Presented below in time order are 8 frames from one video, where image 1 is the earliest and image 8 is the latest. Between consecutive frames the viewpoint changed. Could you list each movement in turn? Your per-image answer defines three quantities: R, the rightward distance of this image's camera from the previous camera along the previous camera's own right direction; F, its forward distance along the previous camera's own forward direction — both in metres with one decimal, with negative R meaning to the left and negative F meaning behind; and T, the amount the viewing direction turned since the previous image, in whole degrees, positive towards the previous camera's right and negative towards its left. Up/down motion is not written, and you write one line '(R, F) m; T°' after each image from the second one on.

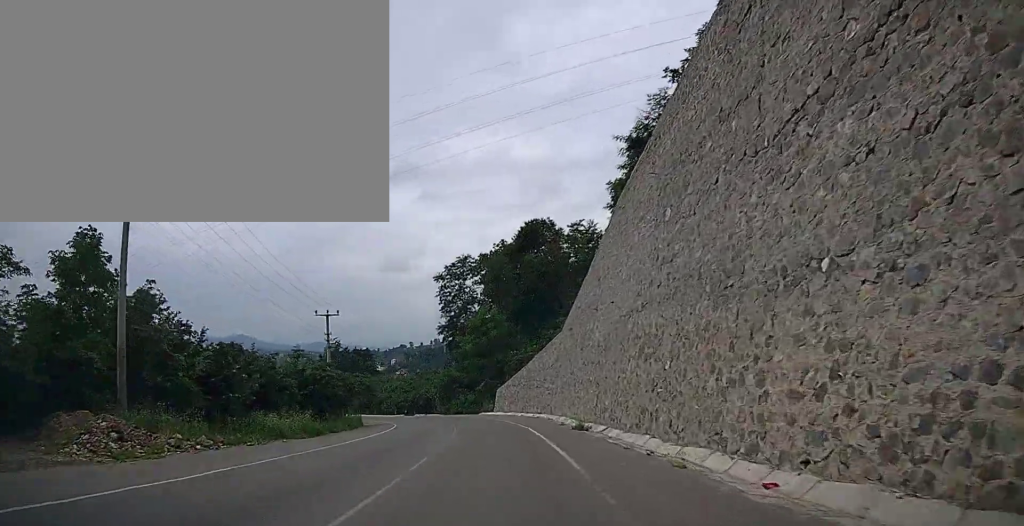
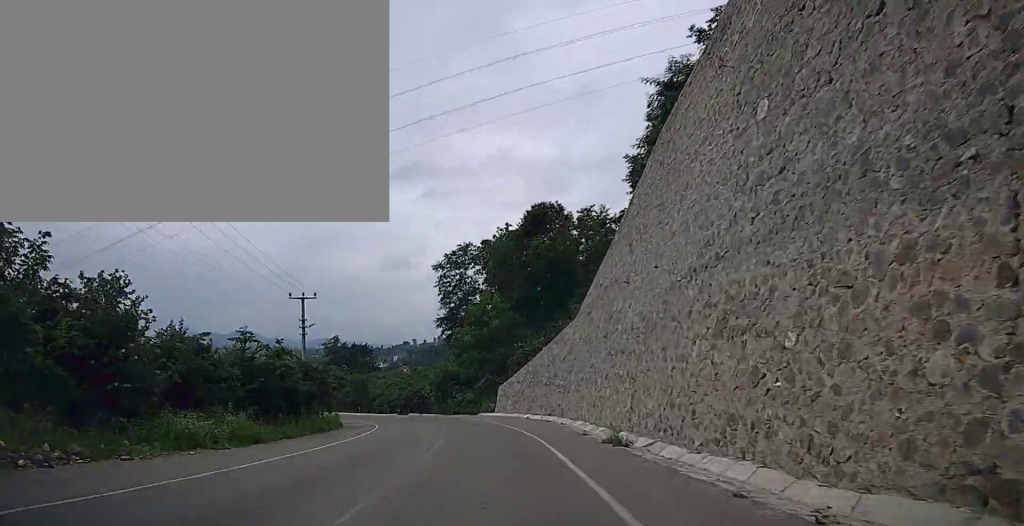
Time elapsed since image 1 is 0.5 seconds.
(-0.1, +6.8) m; 0°
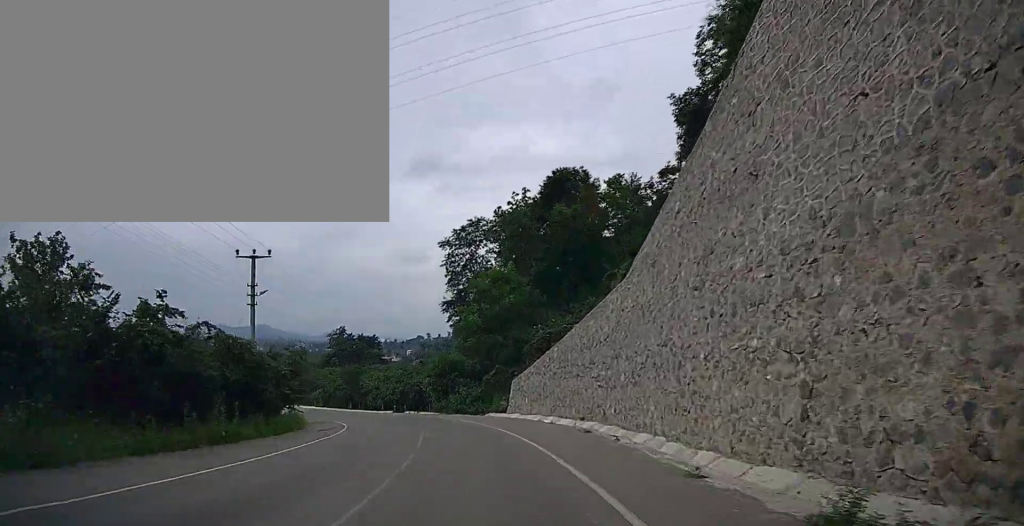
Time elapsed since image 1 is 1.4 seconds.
(+0.1, +10.8) m; -1°
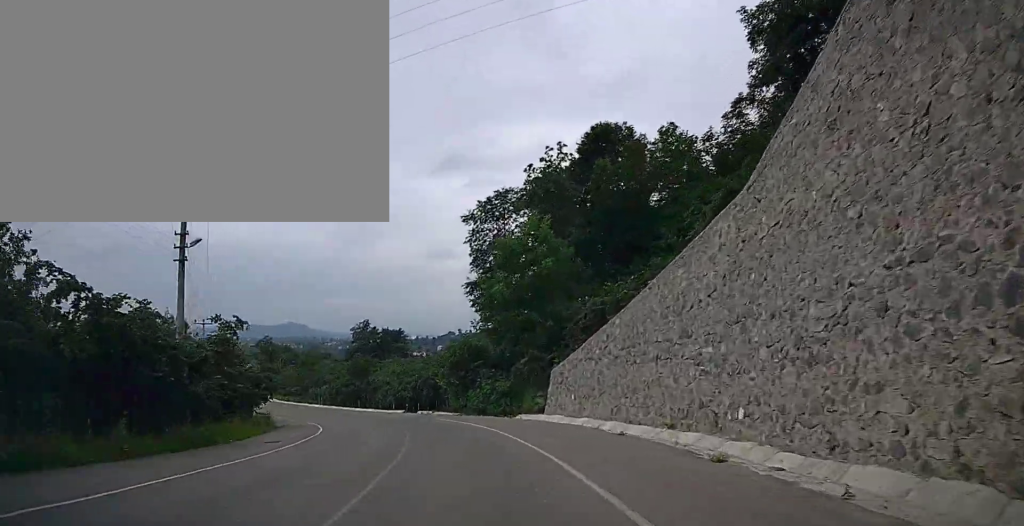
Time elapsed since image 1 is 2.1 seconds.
(-0.2, +10.1) m; -3°
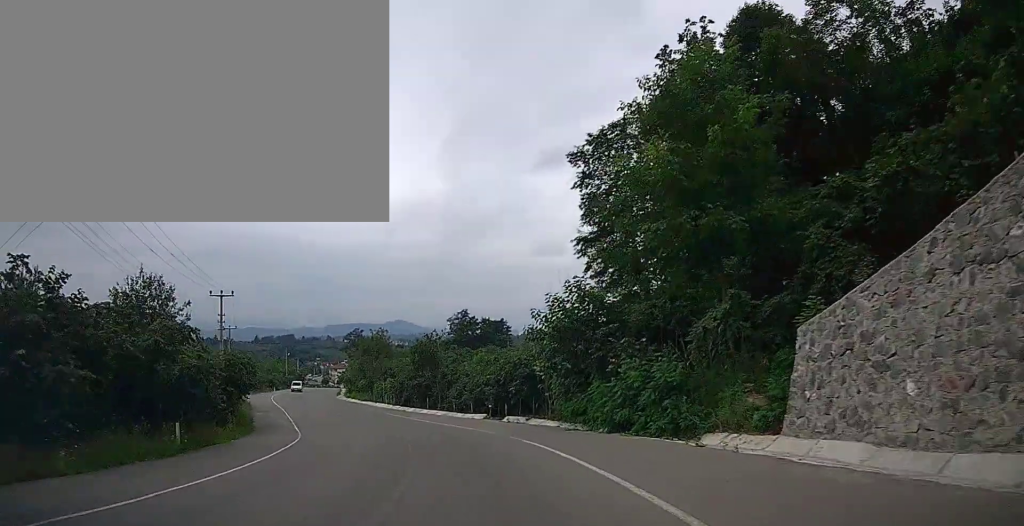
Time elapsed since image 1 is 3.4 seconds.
(-0.9, +16.6) m; -8°
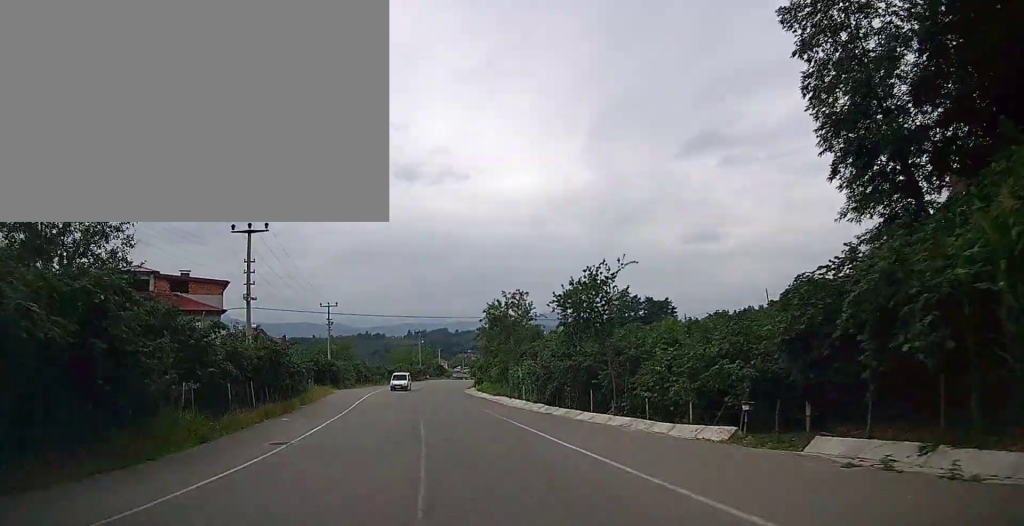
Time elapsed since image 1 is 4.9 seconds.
(-2.2, +19.4) m; -14°
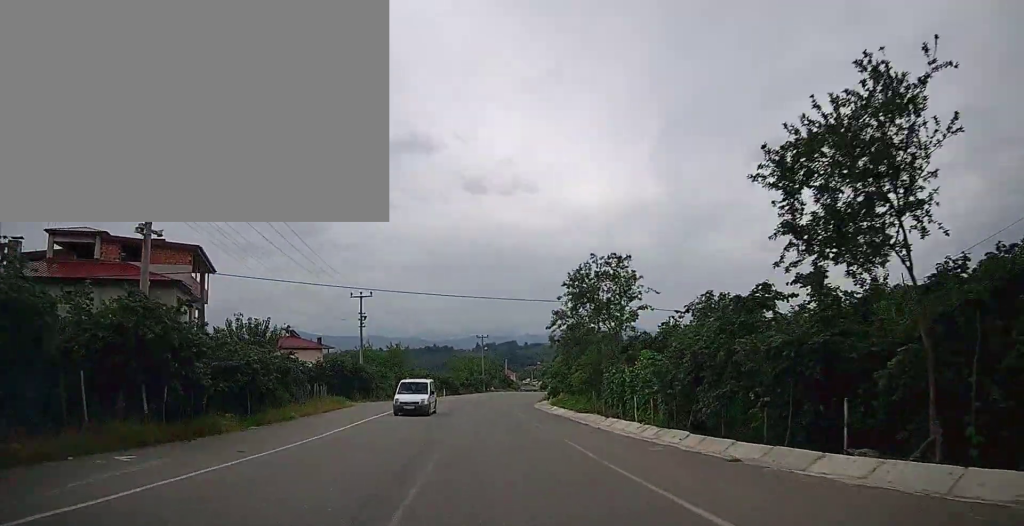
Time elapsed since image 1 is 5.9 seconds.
(-1.4, +13.5) m; -9°
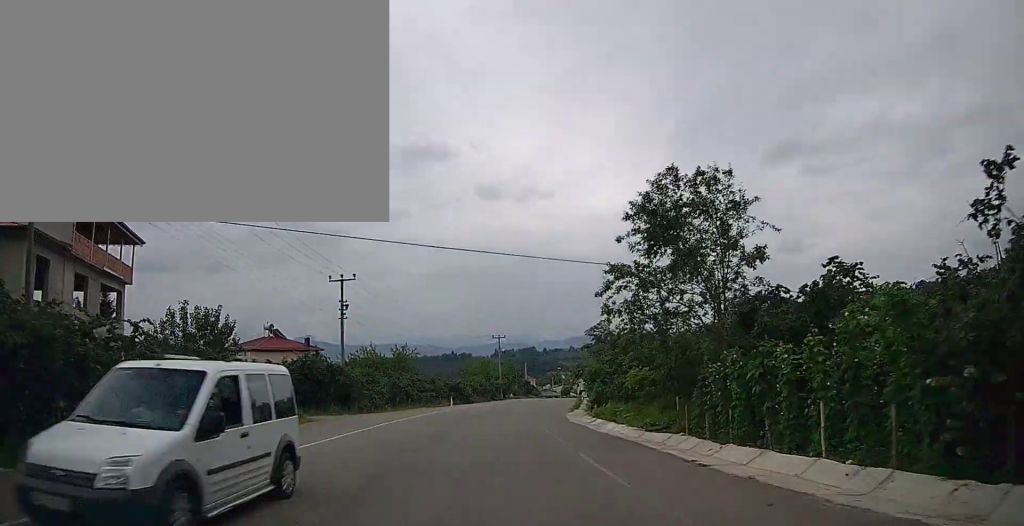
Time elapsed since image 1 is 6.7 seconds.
(-0.5, +10.2) m; -4°
